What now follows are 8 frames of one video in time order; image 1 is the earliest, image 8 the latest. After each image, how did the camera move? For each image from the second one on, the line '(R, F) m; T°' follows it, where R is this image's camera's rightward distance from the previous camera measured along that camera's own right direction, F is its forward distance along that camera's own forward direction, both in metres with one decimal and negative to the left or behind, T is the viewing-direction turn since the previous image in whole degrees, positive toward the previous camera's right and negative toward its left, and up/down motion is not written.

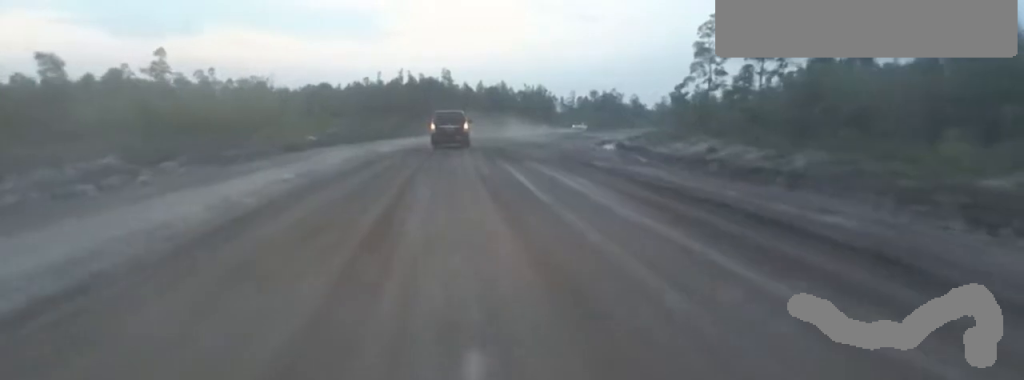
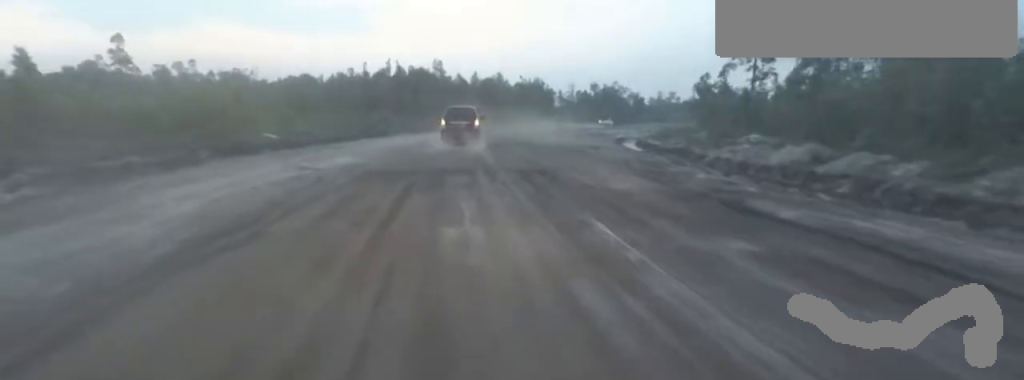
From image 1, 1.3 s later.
(-0.3, +12.1) m; +1°
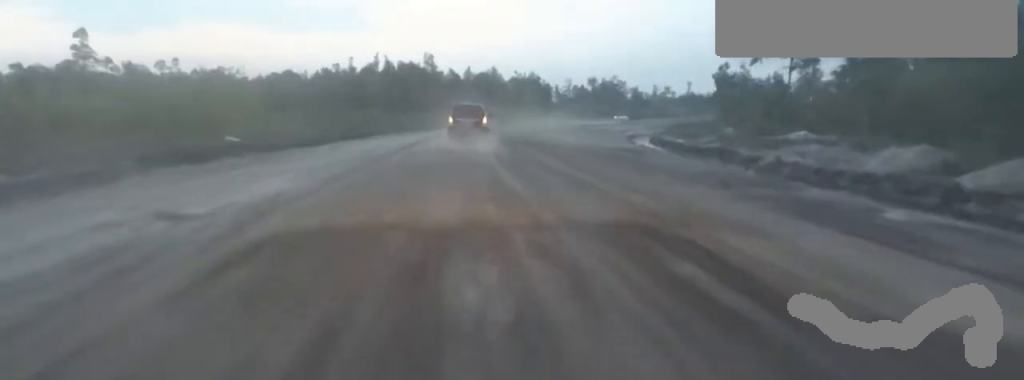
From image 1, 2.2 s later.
(0.0, +7.8) m; 0°
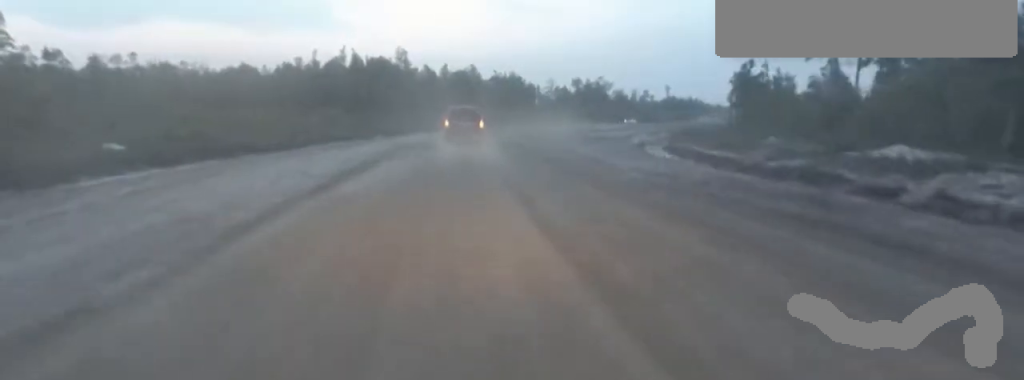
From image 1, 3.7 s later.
(+0.1, +12.6) m; -1°
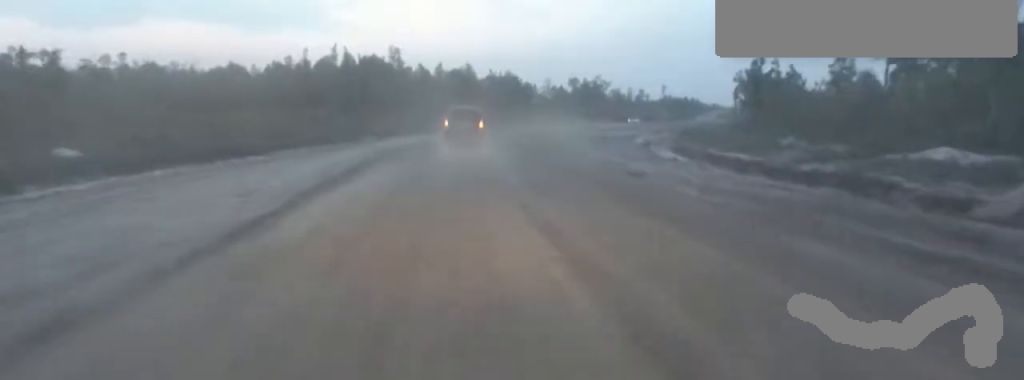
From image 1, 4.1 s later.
(-0.2, +3.4) m; +1°
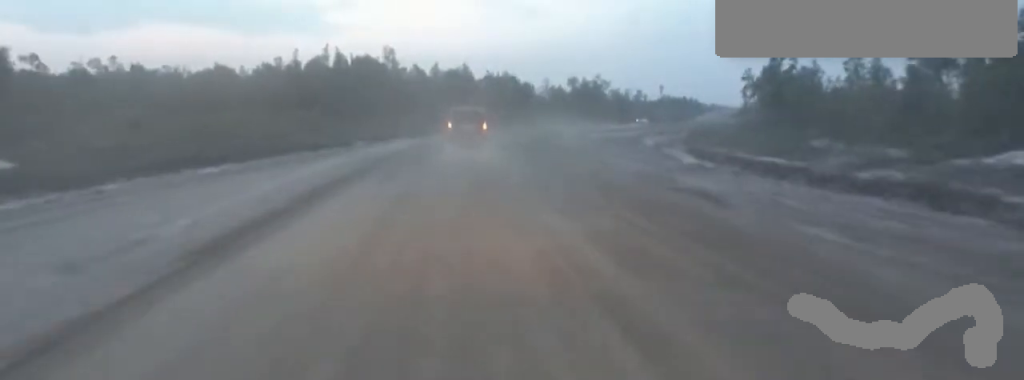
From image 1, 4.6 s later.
(-0.4, +4.2) m; +1°
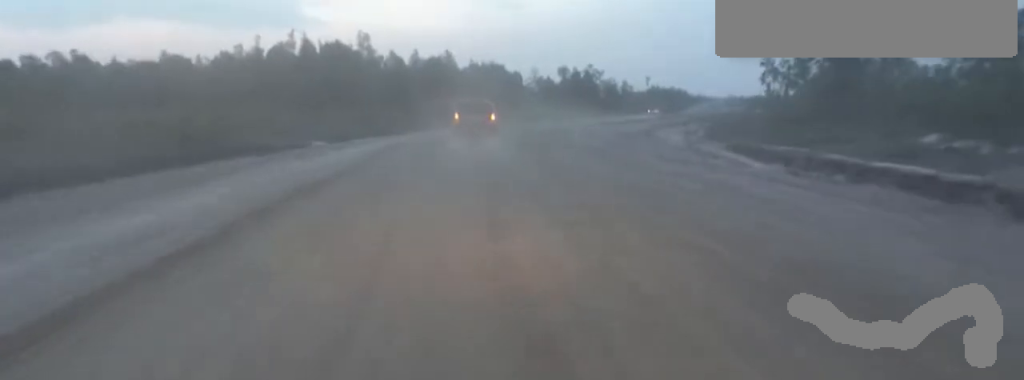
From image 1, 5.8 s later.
(+1.0, +11.1) m; +4°
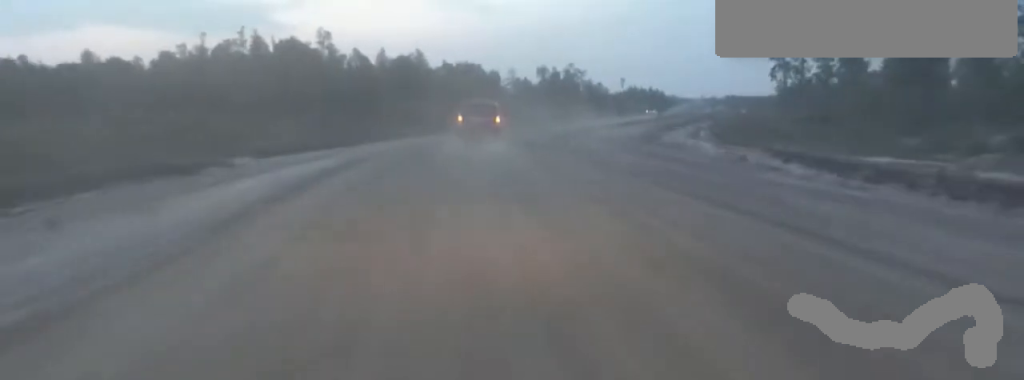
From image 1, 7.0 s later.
(-0.5, +10.2) m; -1°
